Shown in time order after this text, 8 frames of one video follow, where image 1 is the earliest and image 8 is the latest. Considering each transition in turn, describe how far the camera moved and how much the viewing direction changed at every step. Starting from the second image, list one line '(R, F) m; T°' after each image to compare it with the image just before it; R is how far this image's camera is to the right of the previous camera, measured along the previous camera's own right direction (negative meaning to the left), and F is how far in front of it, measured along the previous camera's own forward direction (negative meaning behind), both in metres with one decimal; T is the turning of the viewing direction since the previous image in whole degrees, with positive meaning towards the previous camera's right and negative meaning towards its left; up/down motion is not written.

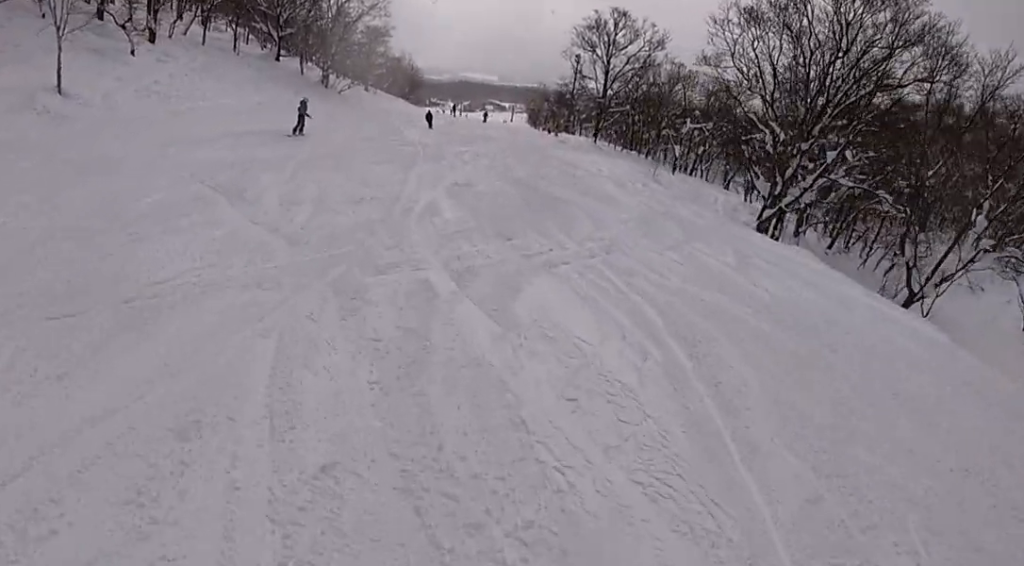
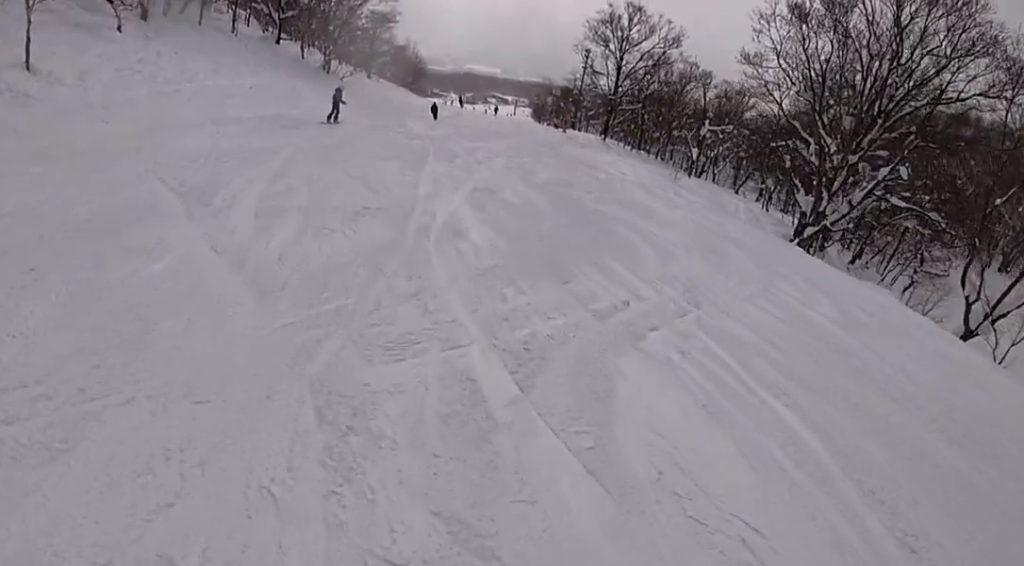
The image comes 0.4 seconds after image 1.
(+0.2, +2.5) m; -4°
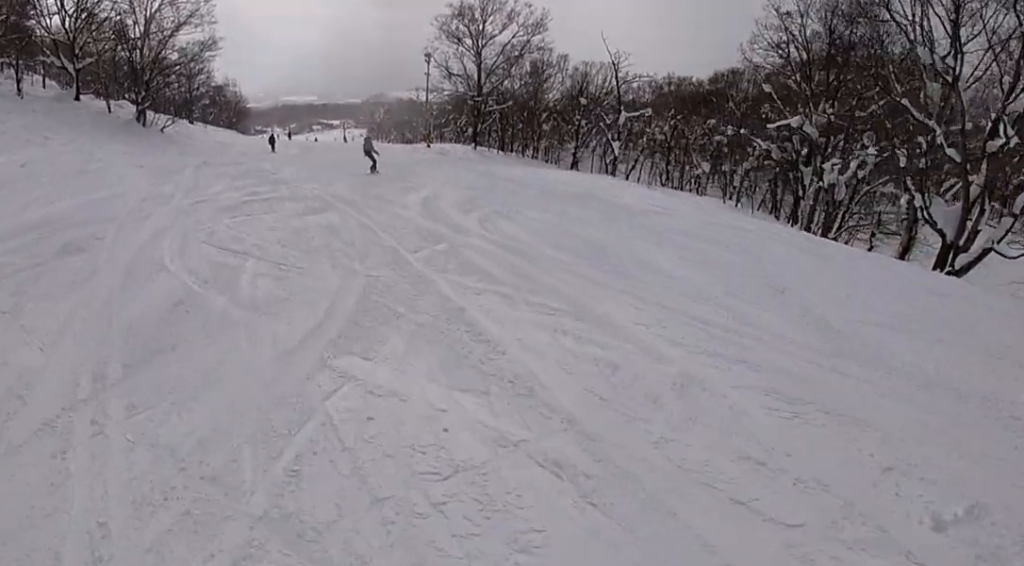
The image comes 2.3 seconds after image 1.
(-2.0, +11.5) m; +5°
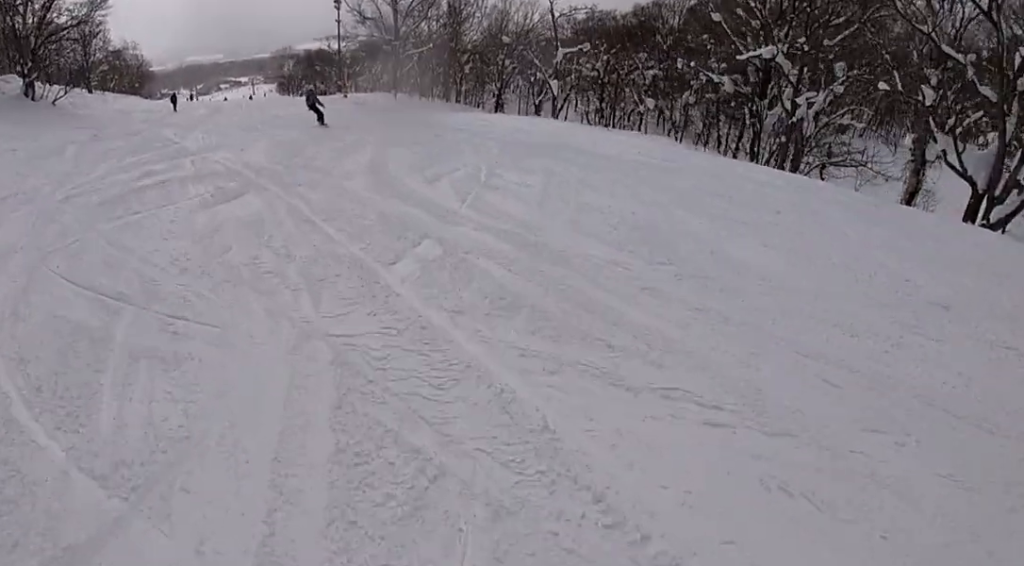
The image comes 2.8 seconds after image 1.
(+0.4, +3.2) m; +10°
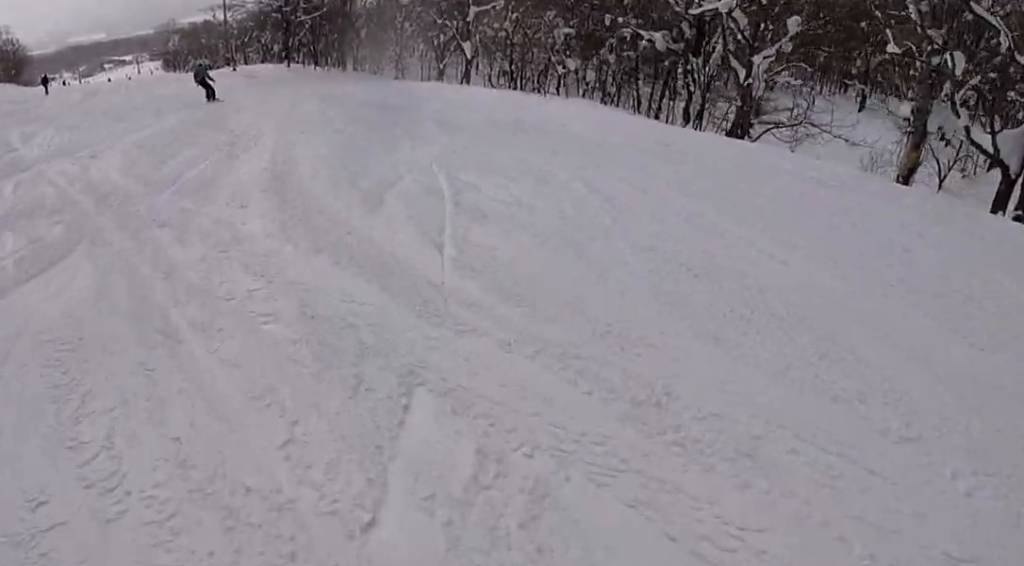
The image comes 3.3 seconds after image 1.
(+0.9, +3.8) m; +11°
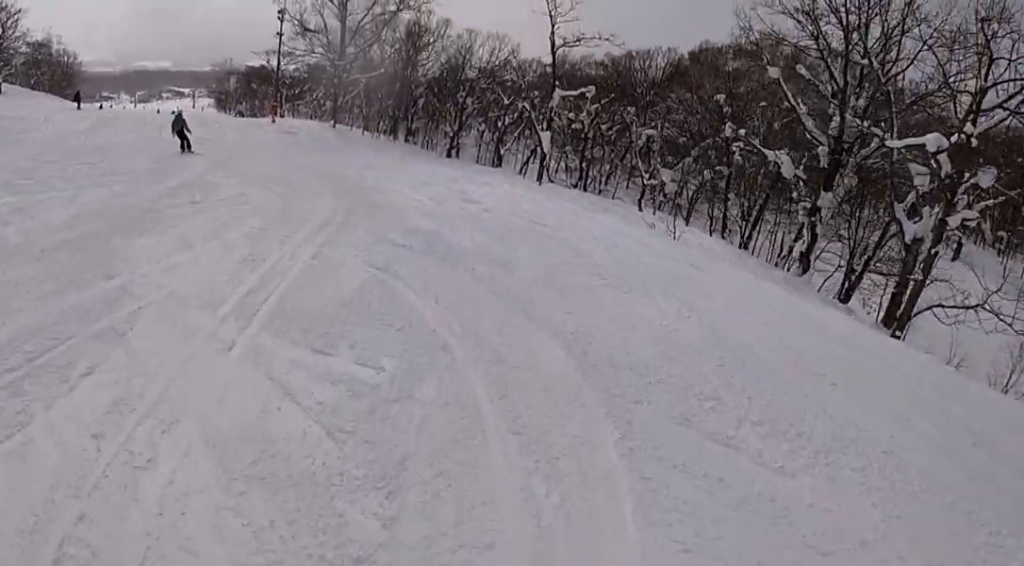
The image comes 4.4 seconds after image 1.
(+0.4, +7.2) m; +2°
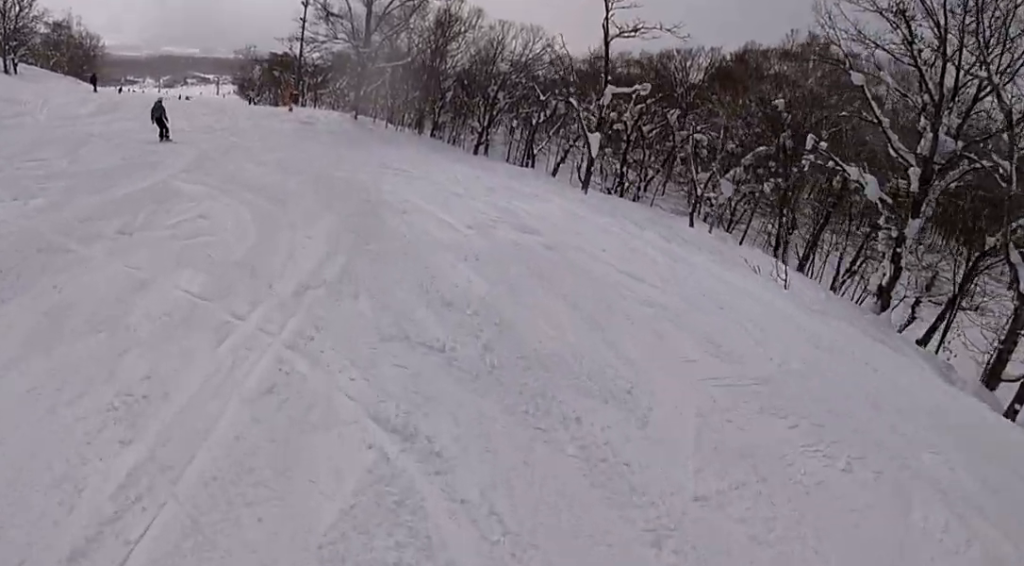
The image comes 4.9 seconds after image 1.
(-0.1, +3.6) m; -4°
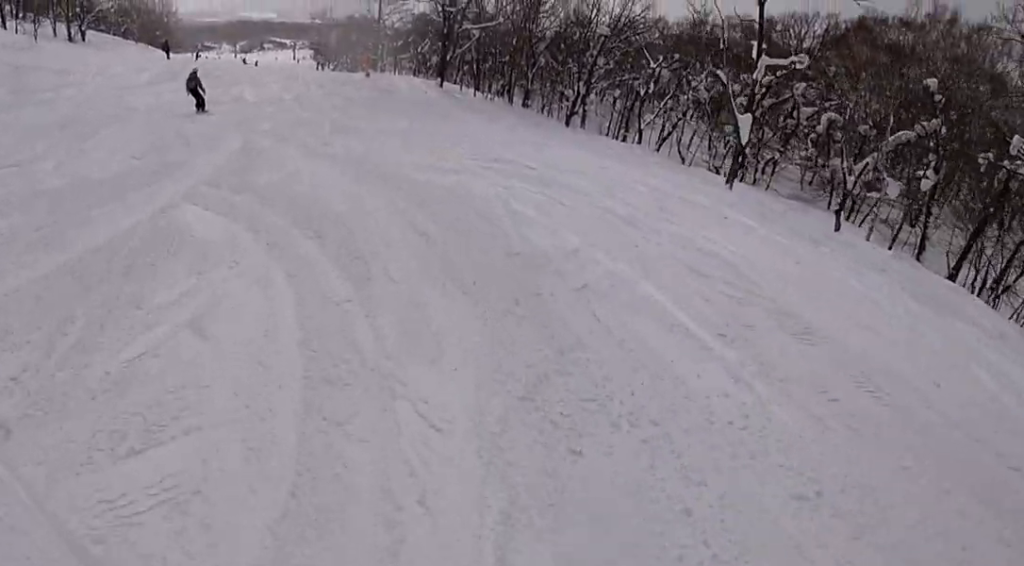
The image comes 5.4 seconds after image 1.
(+0.2, +4.2) m; -6°
